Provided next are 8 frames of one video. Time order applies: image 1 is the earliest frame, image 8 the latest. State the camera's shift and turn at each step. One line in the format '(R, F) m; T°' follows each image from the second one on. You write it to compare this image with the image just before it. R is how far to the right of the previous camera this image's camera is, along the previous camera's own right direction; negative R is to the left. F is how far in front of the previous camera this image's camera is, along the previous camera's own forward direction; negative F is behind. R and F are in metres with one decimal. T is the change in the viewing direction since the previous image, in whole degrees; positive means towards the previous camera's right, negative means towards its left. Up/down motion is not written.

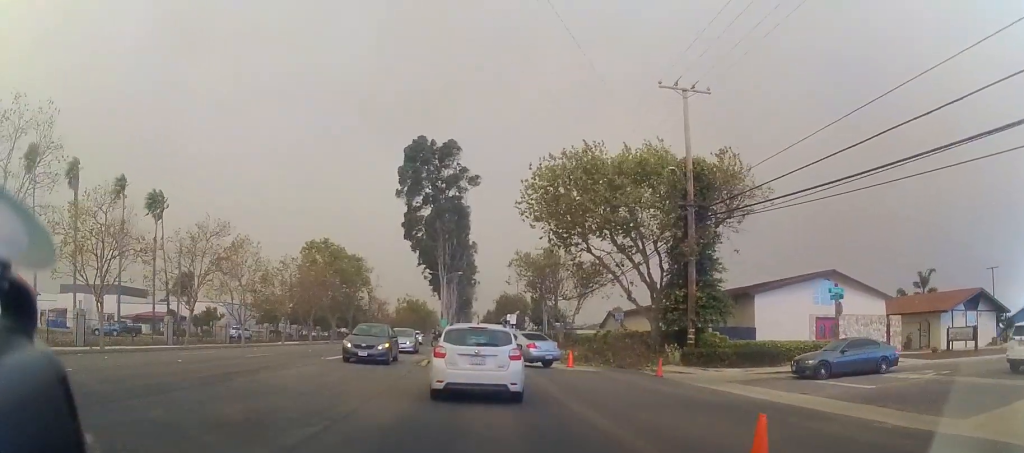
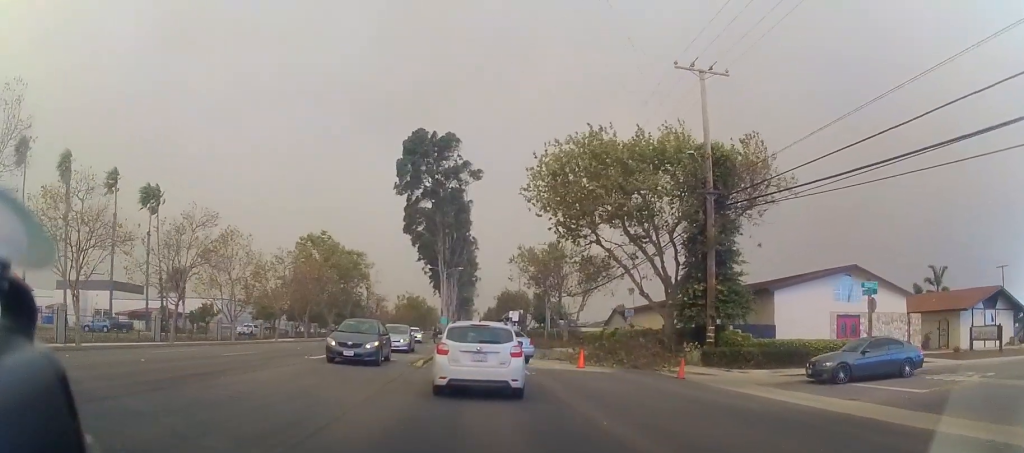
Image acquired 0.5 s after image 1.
(-0.2, +2.1) m; -3°
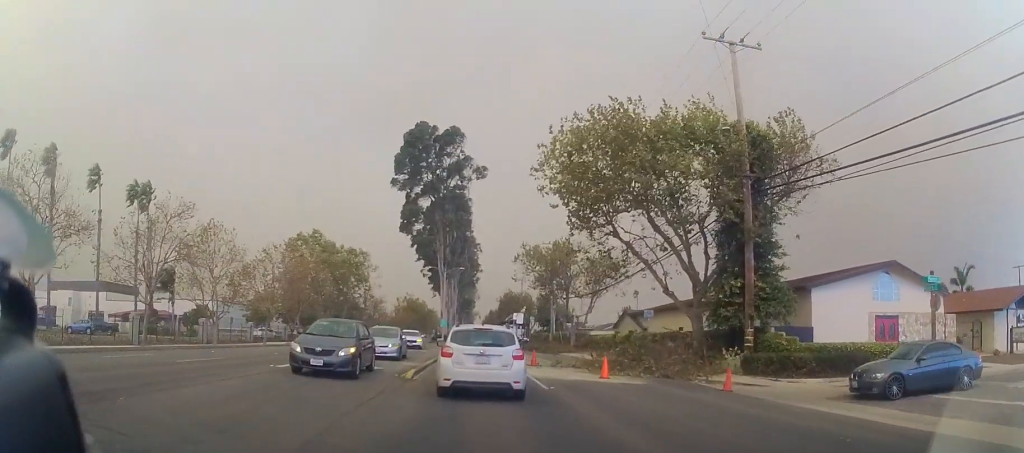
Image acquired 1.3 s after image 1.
(-0.1, +3.6) m; -2°
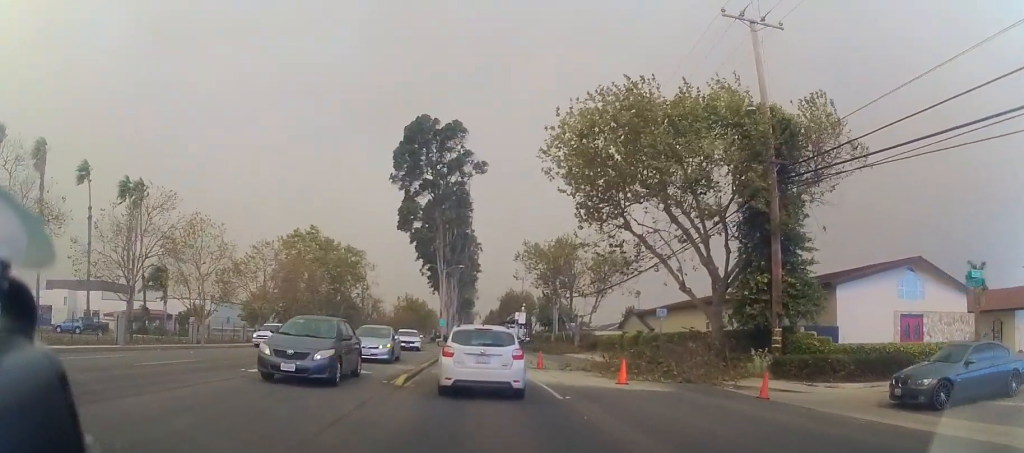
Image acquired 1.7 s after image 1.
(0.0, +2.2) m; 0°
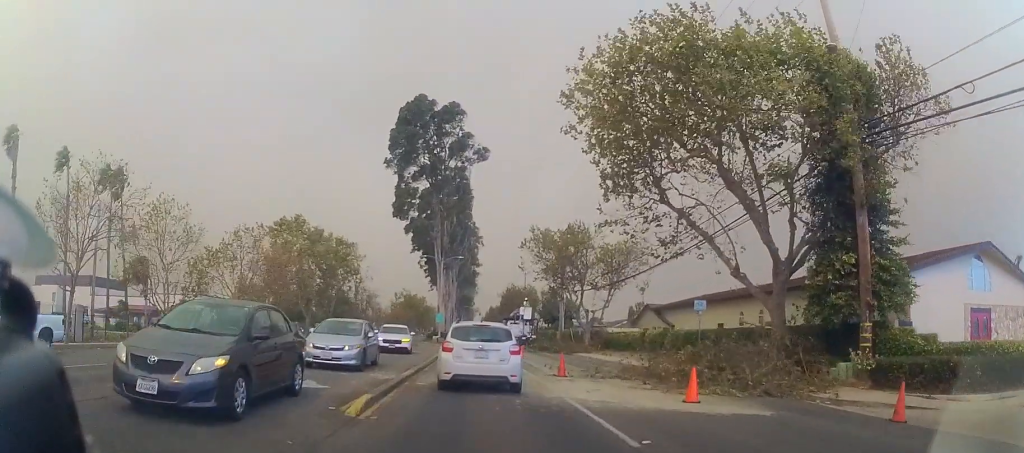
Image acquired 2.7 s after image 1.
(0.0, +5.7) m; 0°
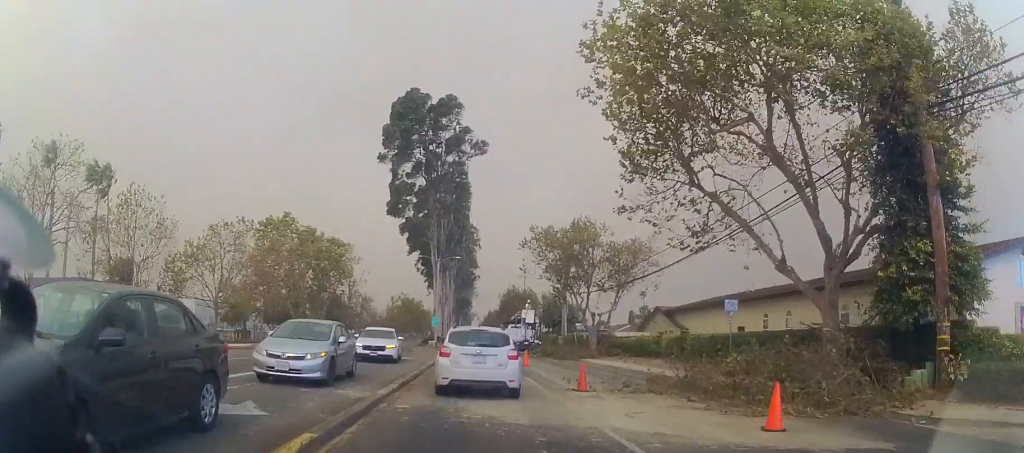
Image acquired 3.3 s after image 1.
(0.0, +3.5) m; 0°
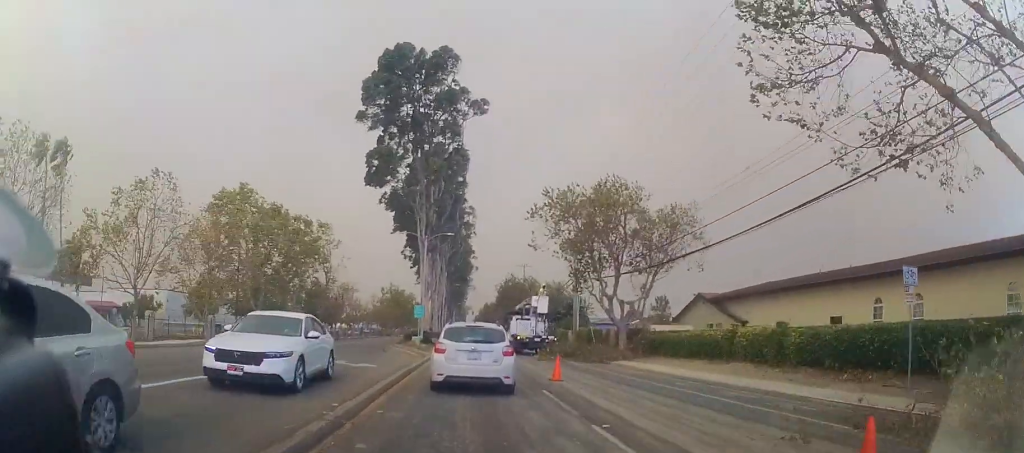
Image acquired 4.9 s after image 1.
(0.0, +11.0) m; 0°
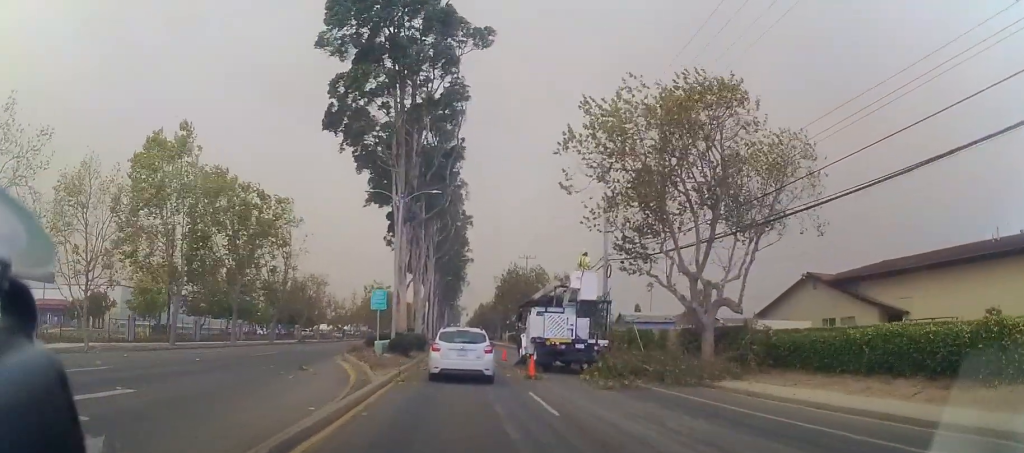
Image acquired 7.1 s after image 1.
(0.0, +15.4) m; +1°
